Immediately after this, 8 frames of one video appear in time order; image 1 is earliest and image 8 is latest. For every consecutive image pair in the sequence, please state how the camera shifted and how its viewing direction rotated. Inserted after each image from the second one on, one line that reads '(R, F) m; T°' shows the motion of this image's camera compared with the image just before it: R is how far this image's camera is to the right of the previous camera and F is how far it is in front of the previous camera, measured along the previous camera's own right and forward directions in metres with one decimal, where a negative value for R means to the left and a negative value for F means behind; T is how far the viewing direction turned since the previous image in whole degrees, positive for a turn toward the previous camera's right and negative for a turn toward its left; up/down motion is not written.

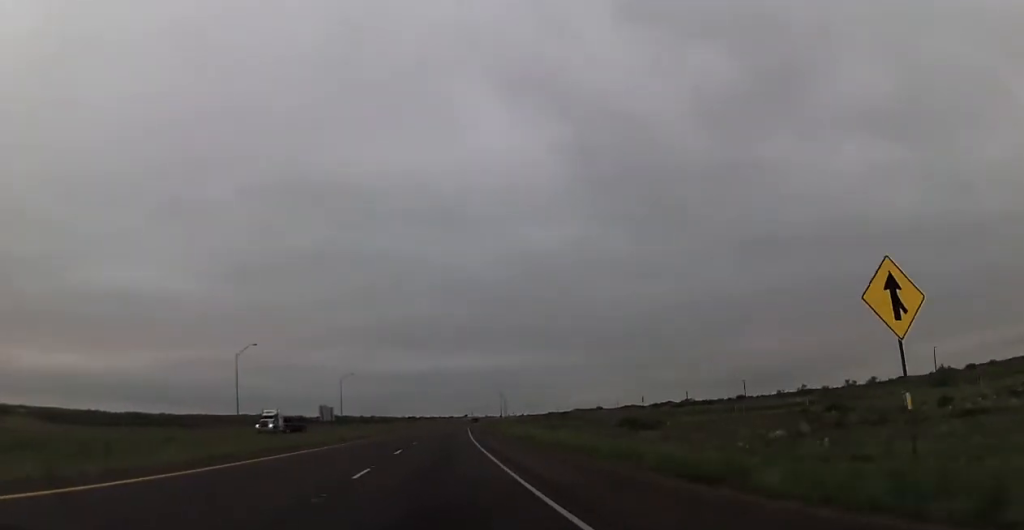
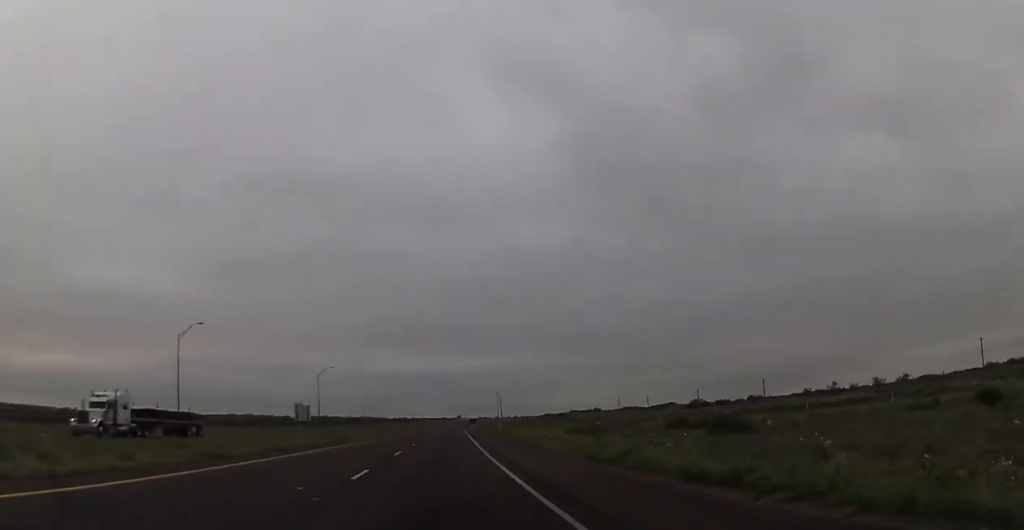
(+0.1, +24.1) m; +1°
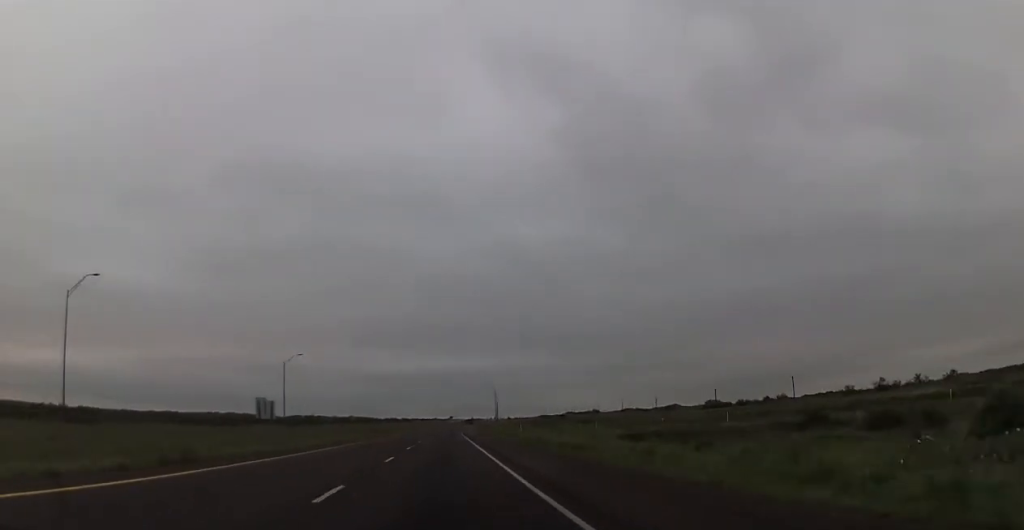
(+0.1, +29.0) m; +1°
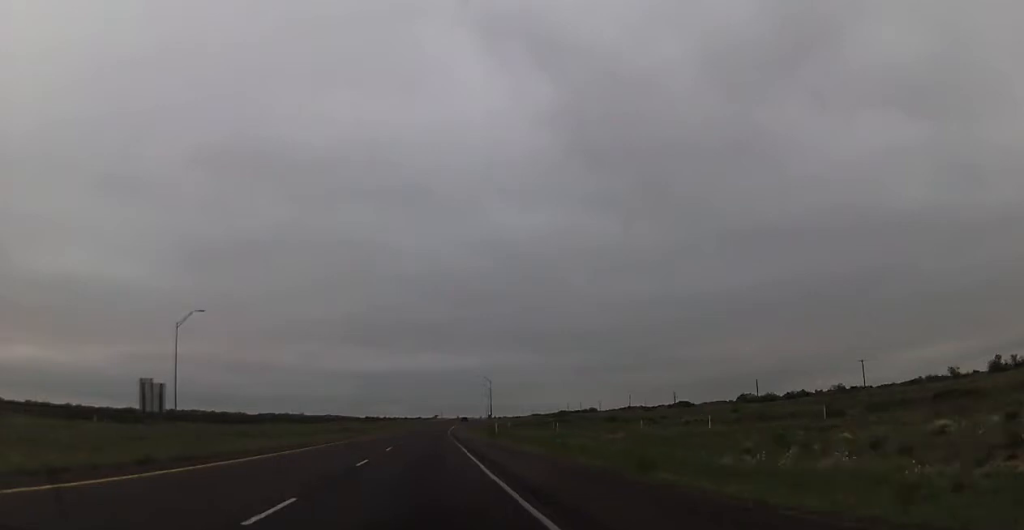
(+1.0, +50.6) m; +2°
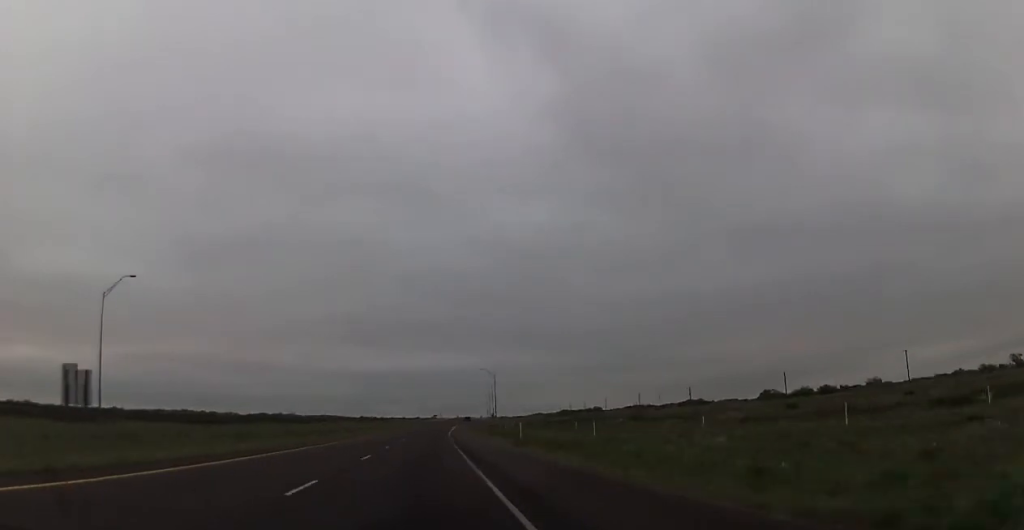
(+0.2, +20.6) m; 0°
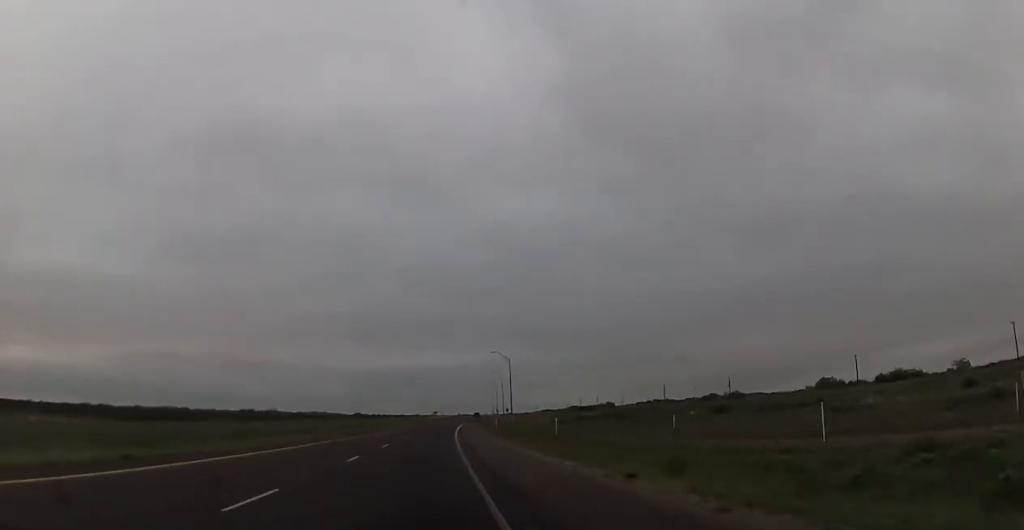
(-0.2, +38.9) m; 0°
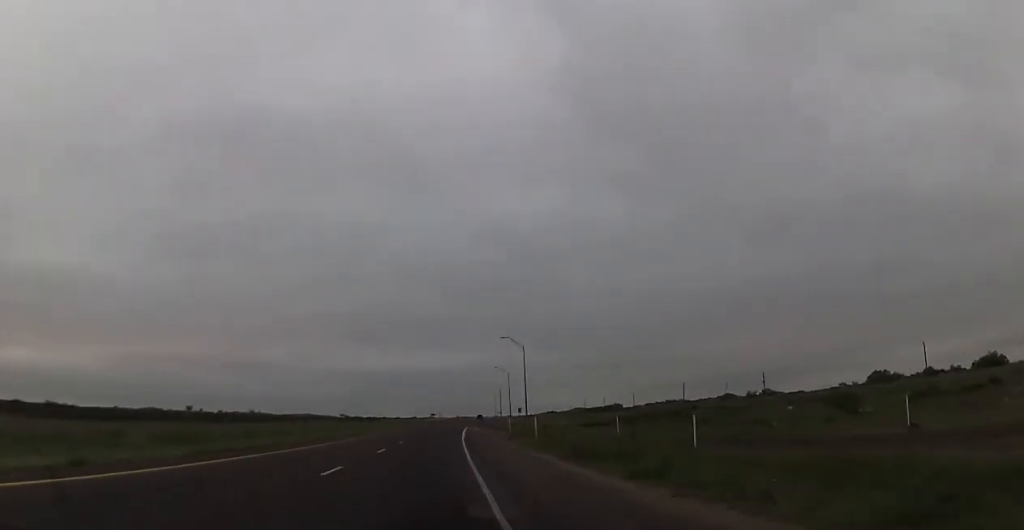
(+0.3, +29.2) m; +1°
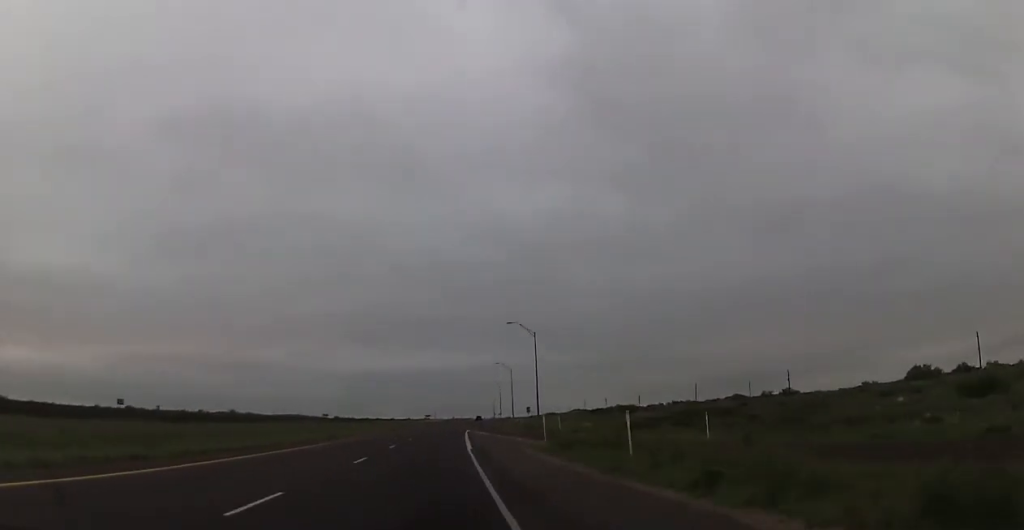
(0.0, +19.4) m; 0°
